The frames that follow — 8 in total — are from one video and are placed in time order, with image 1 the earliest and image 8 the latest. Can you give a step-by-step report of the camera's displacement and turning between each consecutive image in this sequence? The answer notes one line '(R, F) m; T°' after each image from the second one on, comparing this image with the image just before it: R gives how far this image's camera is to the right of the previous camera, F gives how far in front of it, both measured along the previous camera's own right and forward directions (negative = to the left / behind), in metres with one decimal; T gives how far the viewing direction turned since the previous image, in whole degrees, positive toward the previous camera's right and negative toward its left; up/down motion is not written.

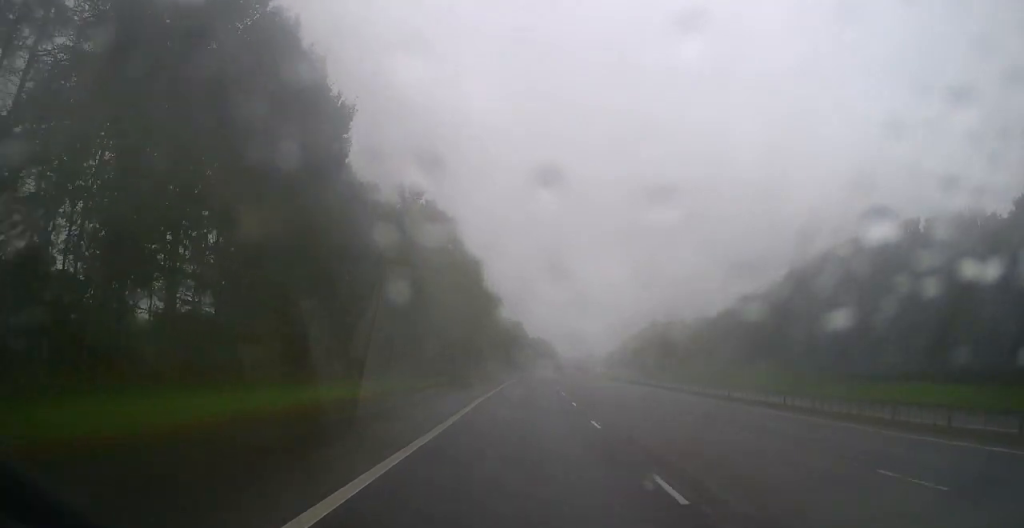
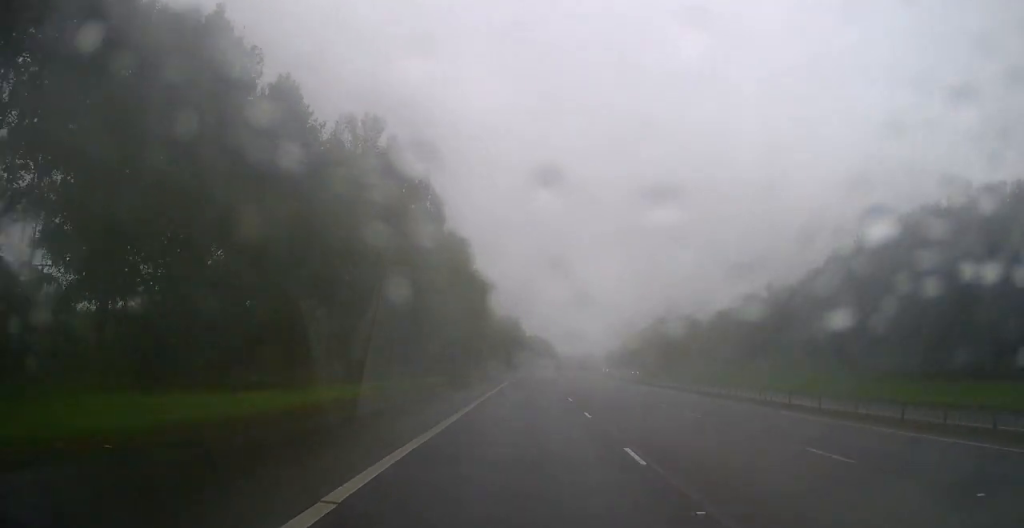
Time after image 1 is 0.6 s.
(+0.1, +14.8) m; 0°
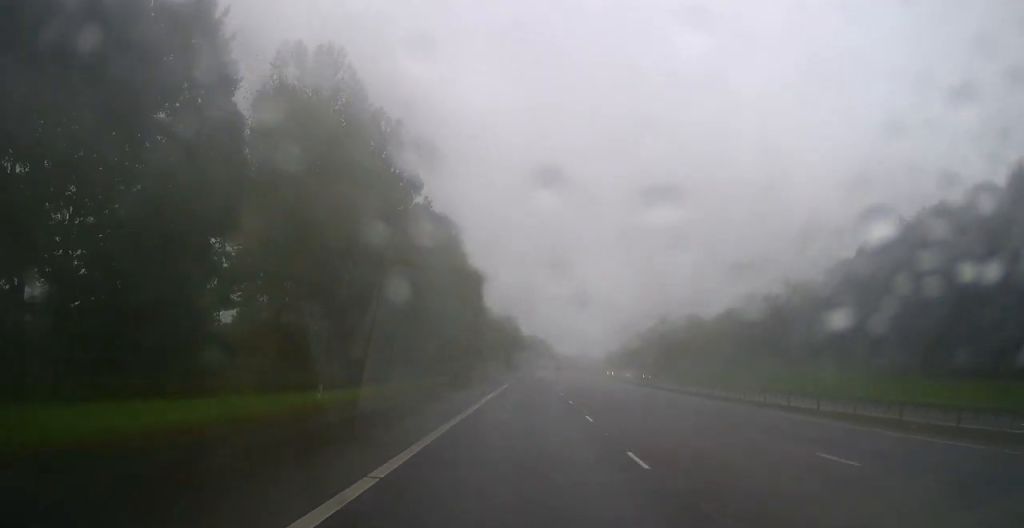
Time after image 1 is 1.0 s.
(+0.1, +9.4) m; 0°
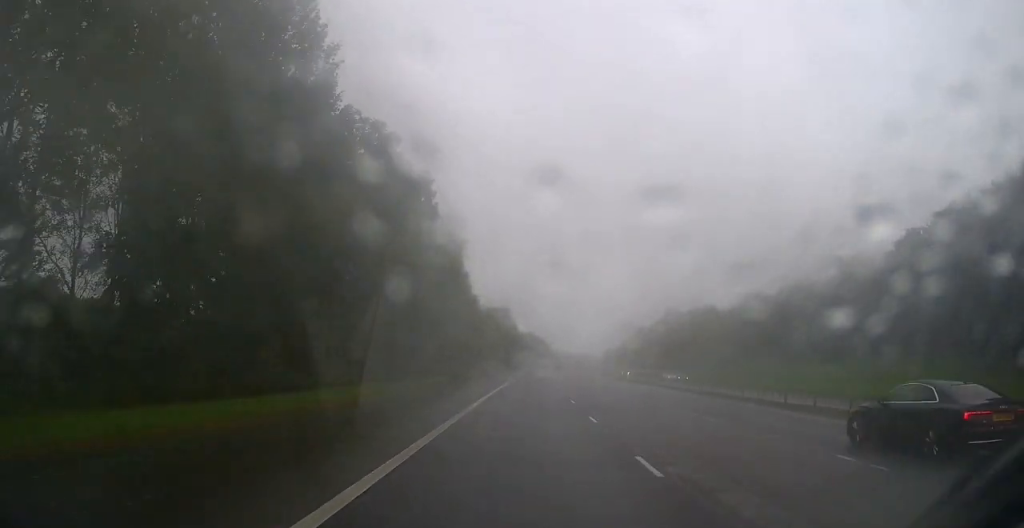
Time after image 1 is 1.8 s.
(0.0, +18.9) m; 0°
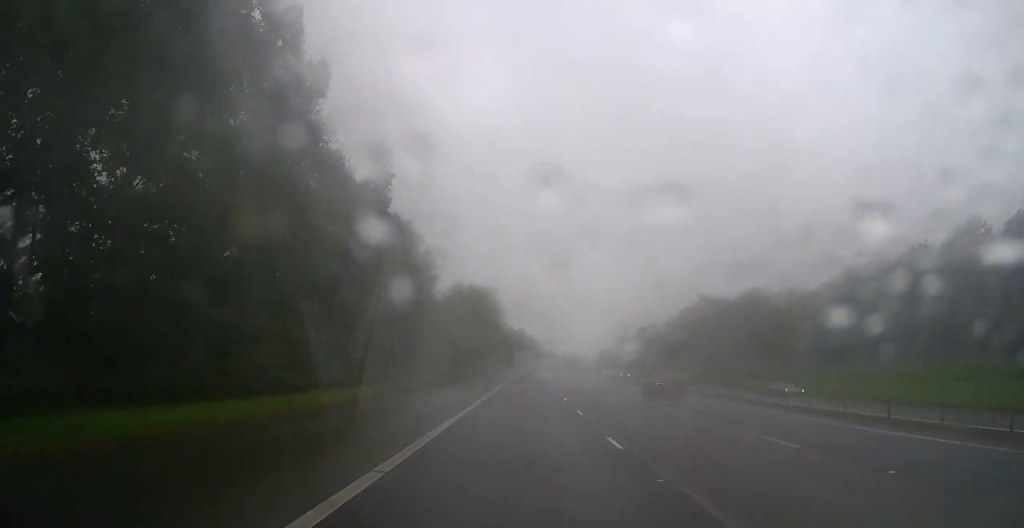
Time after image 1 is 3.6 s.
(+0.2, +41.0) m; +1°
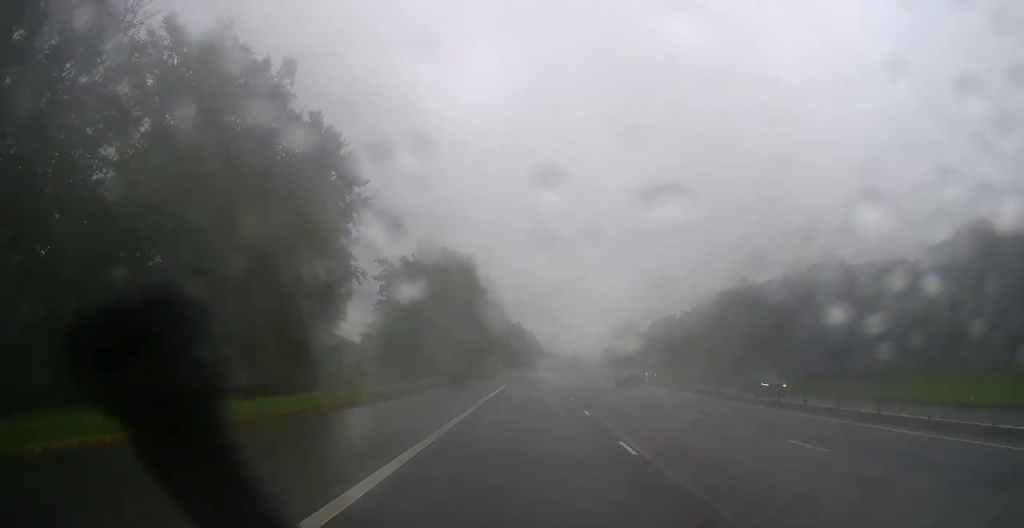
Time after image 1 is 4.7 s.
(+0.1, +27.7) m; +1°
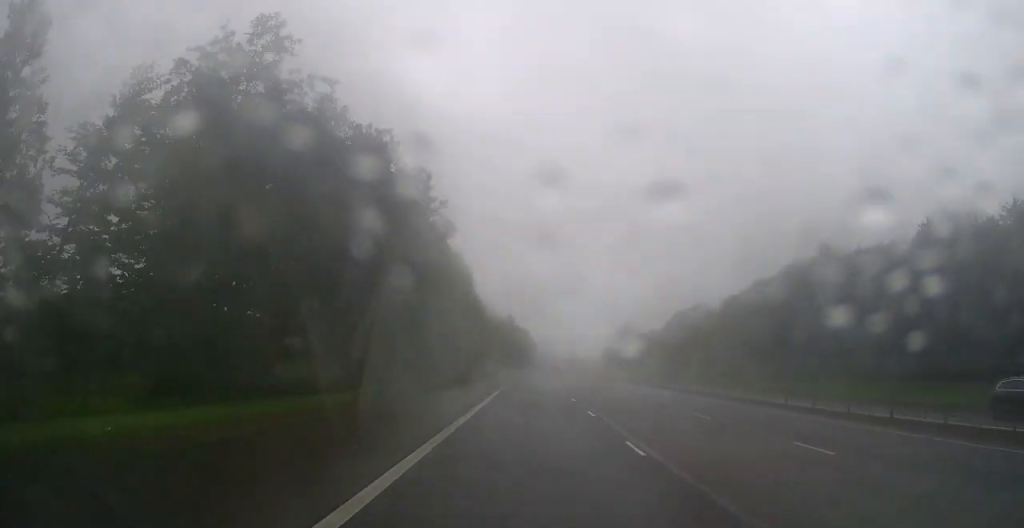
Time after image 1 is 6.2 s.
(+0.2, +35.6) m; +1°
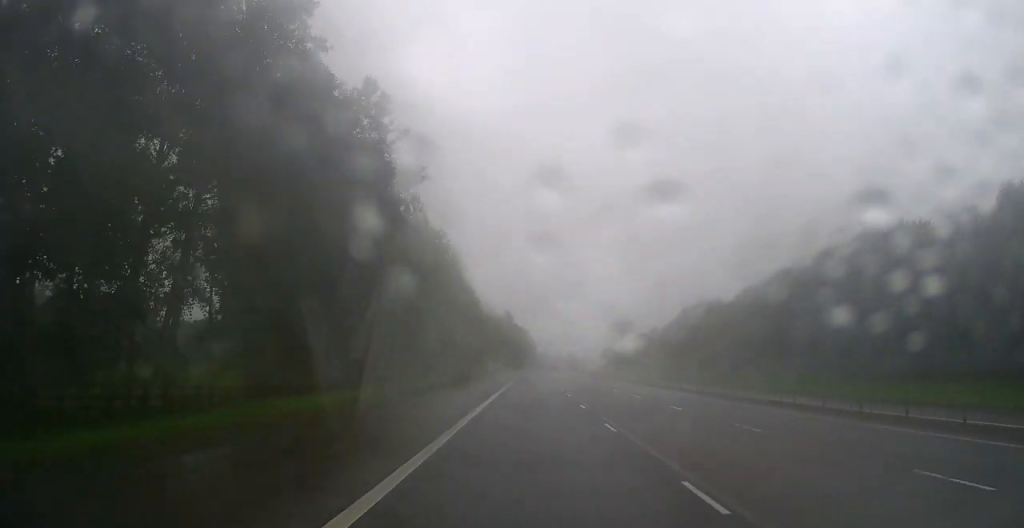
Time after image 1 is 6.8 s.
(0.0, +13.5) m; 0°
